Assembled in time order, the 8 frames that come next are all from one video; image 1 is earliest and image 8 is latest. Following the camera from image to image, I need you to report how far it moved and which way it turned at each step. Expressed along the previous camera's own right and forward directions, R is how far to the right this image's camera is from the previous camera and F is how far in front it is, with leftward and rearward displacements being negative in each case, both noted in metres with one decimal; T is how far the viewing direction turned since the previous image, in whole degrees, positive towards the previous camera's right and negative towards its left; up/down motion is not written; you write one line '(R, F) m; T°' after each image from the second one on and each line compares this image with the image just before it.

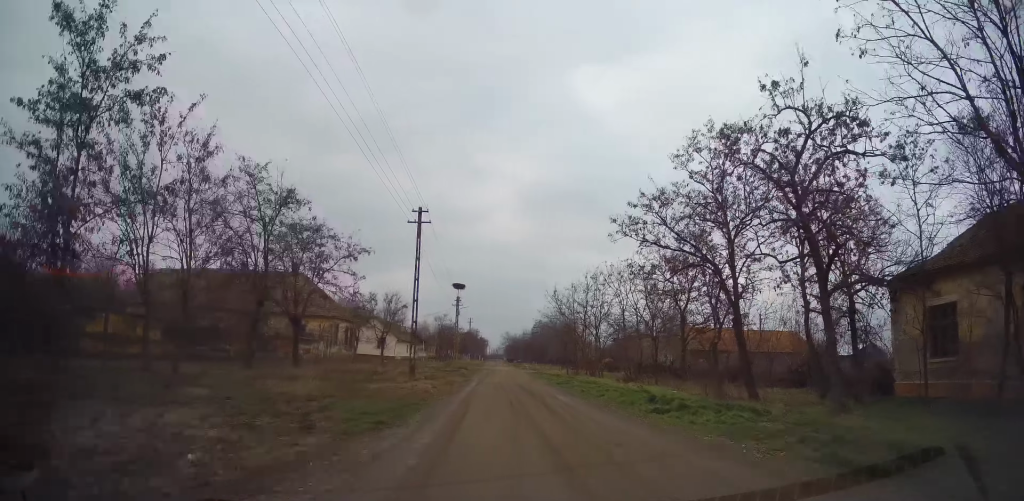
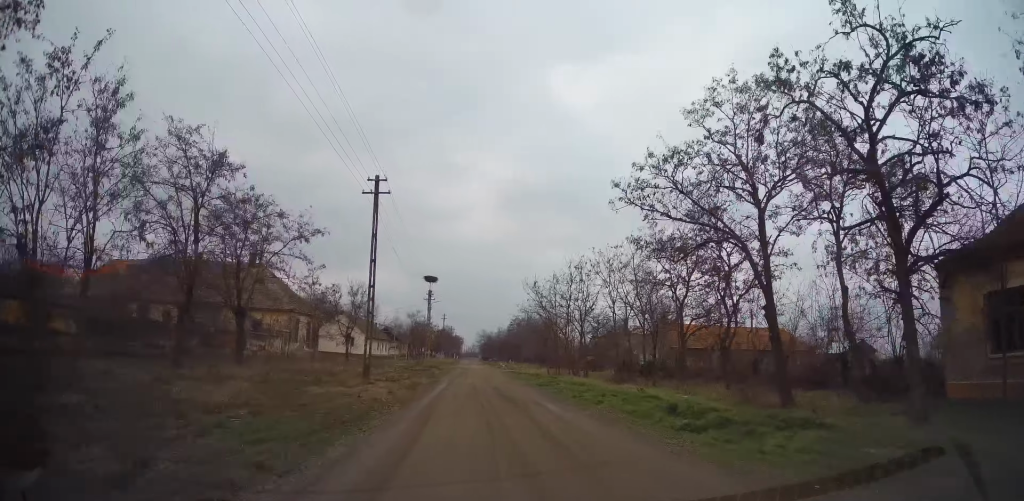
(-0.3, +4.1) m; +1°
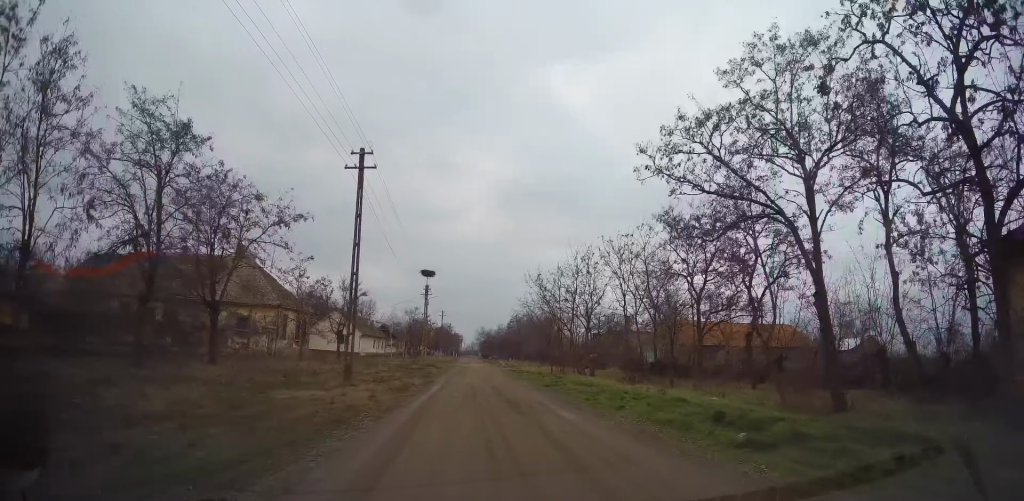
(+0.3, +2.6) m; +4°
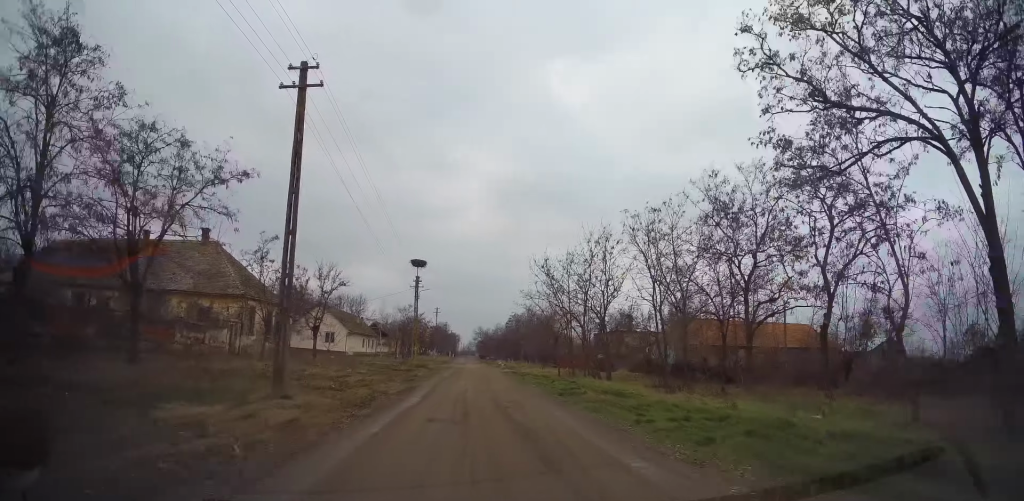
(+0.2, +5.7) m; +2°
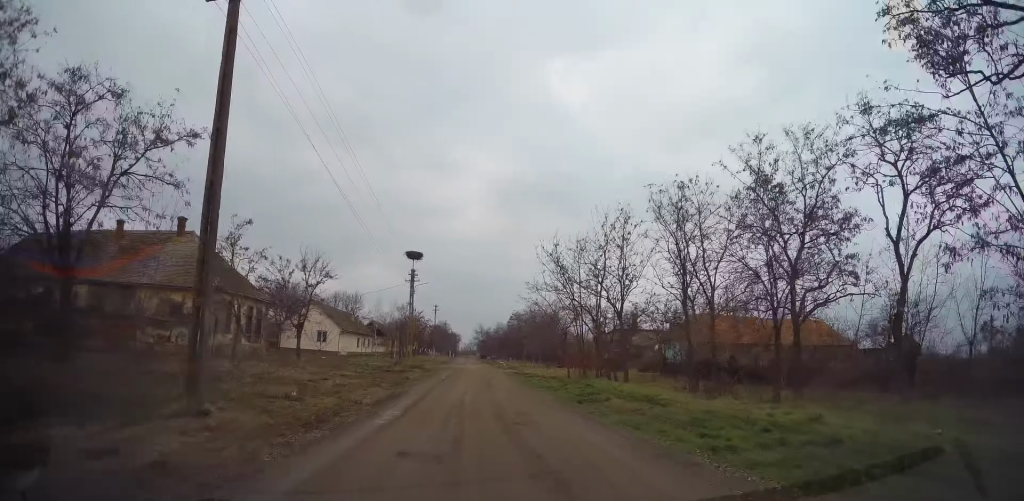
(0.0, +3.7) m; 0°
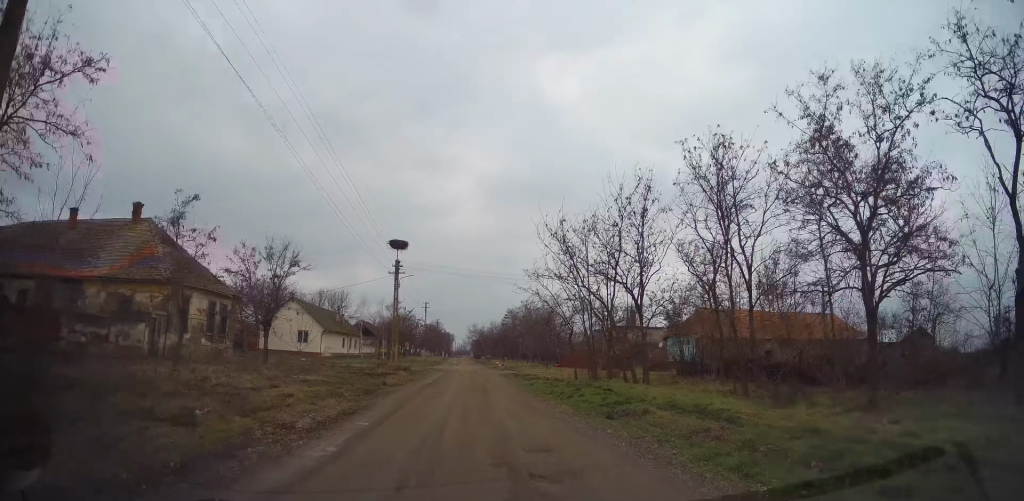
(0.0, +4.7) m; 0°
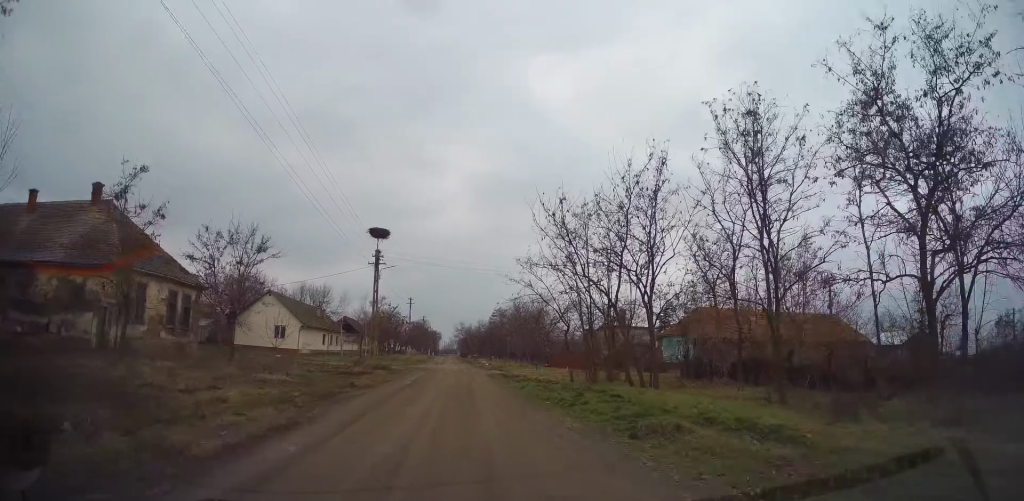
(0.0, +3.3) m; 0°
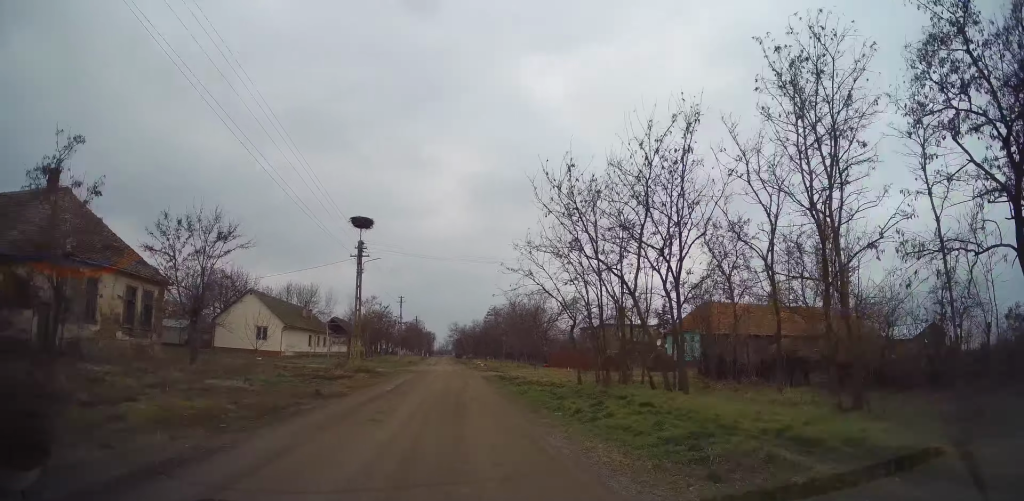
(0.0, +3.7) m; 0°
